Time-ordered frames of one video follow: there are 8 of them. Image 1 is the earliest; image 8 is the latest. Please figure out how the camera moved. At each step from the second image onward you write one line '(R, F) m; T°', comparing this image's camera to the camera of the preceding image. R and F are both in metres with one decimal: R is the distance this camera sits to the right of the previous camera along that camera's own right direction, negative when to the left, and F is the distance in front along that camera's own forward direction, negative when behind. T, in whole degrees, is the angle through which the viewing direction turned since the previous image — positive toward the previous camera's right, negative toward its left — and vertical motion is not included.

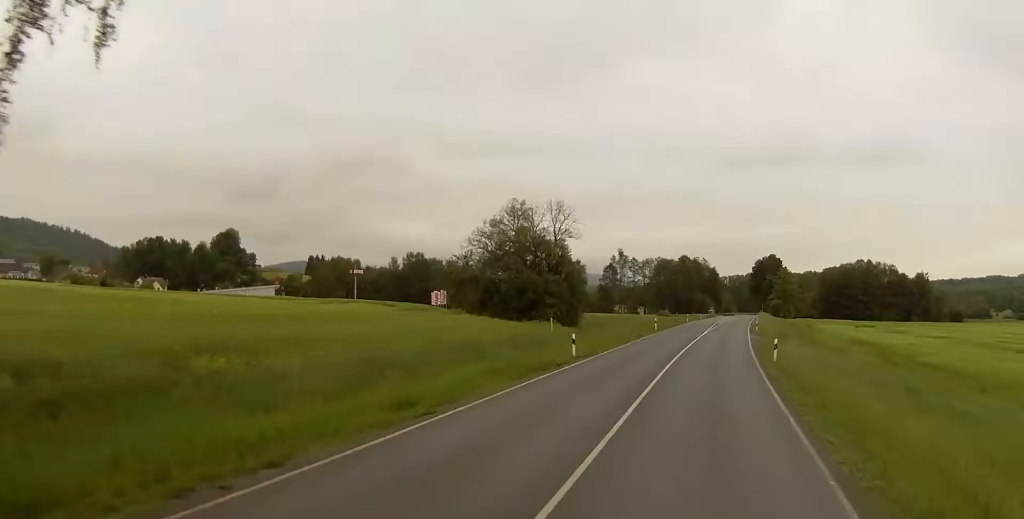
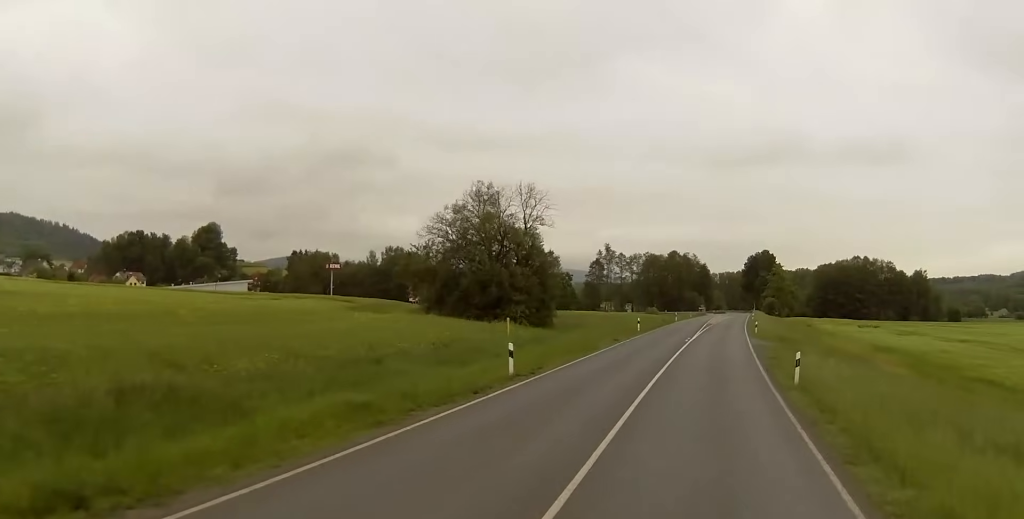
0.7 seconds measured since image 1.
(-0.2, +11.4) m; +1°
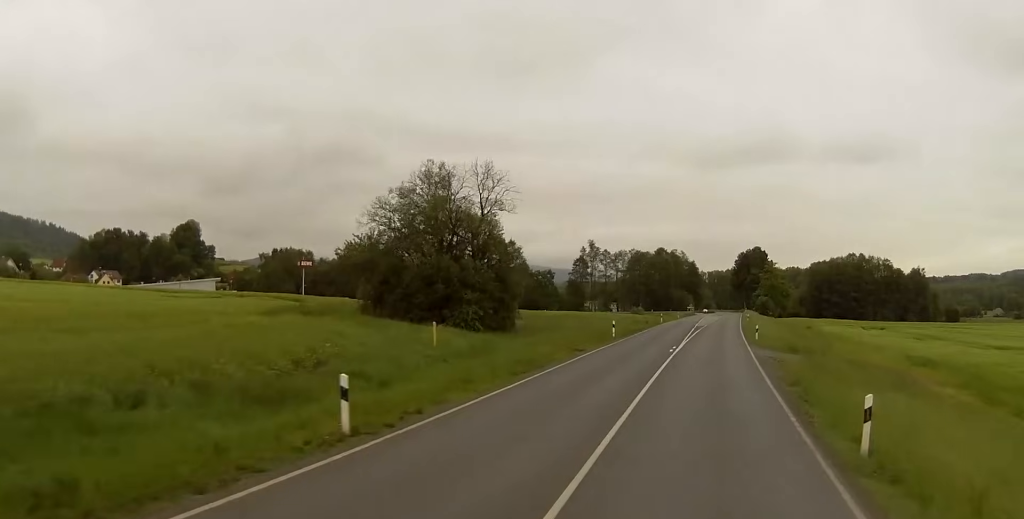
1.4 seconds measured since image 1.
(+0.4, +12.6) m; +1°
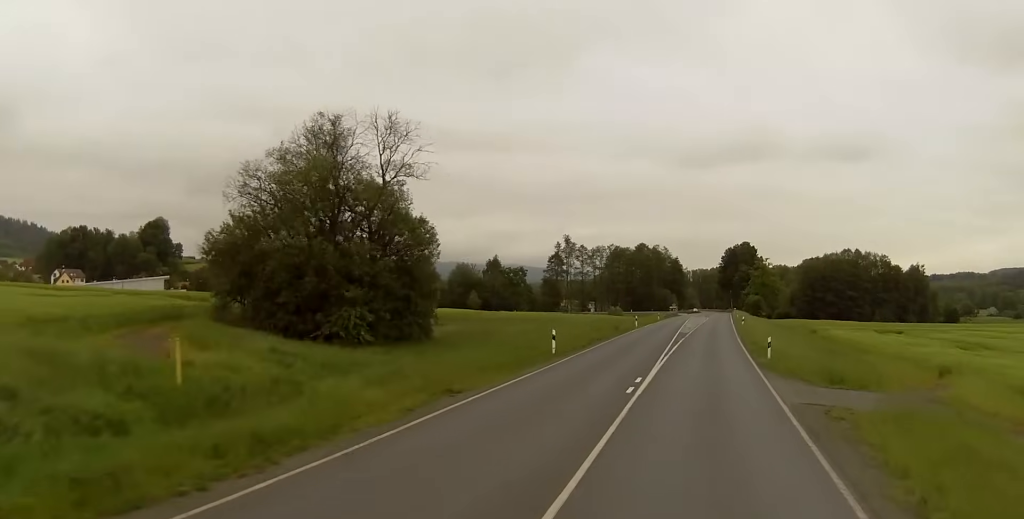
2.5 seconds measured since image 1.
(-0.1, +19.5) m; +1°
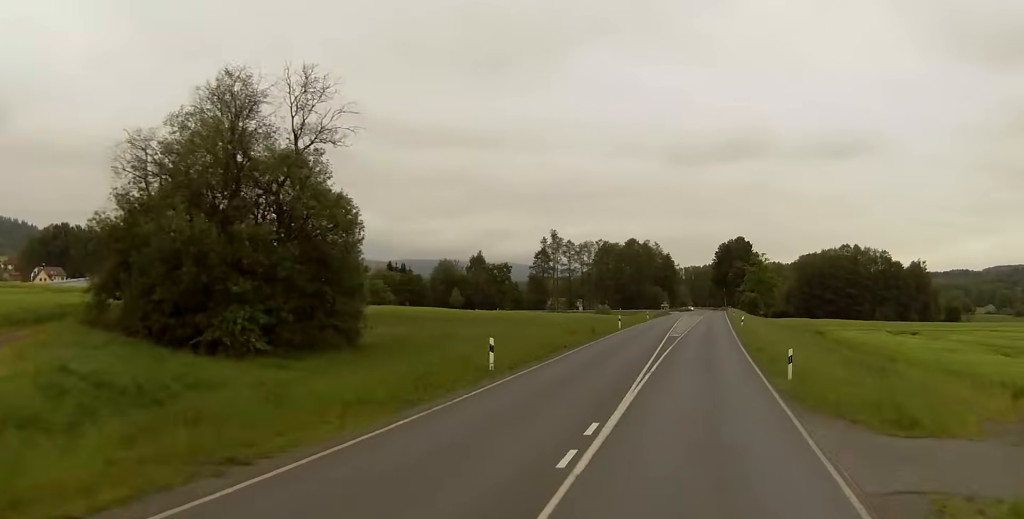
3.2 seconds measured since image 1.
(+0.3, +10.9) m; +1°
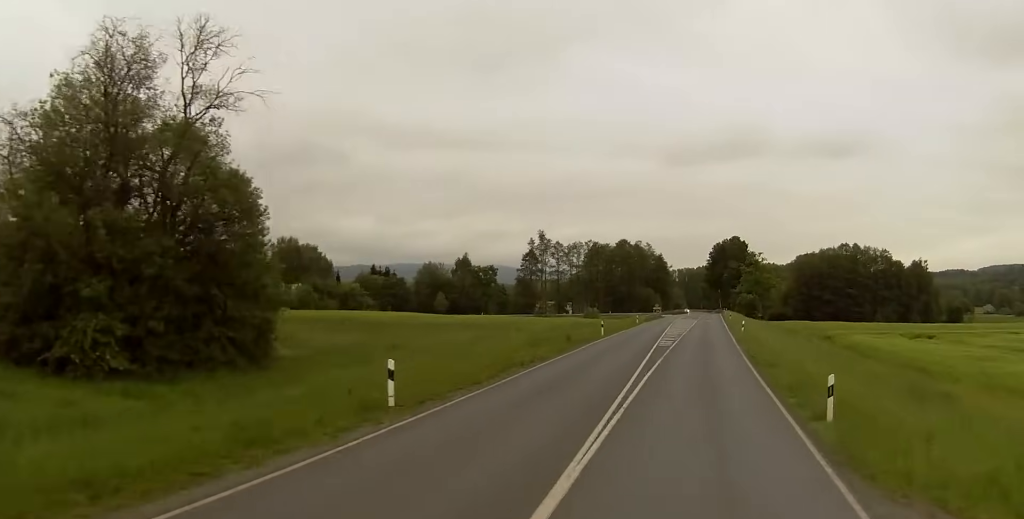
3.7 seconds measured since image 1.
(+0.2, +9.2) m; 0°
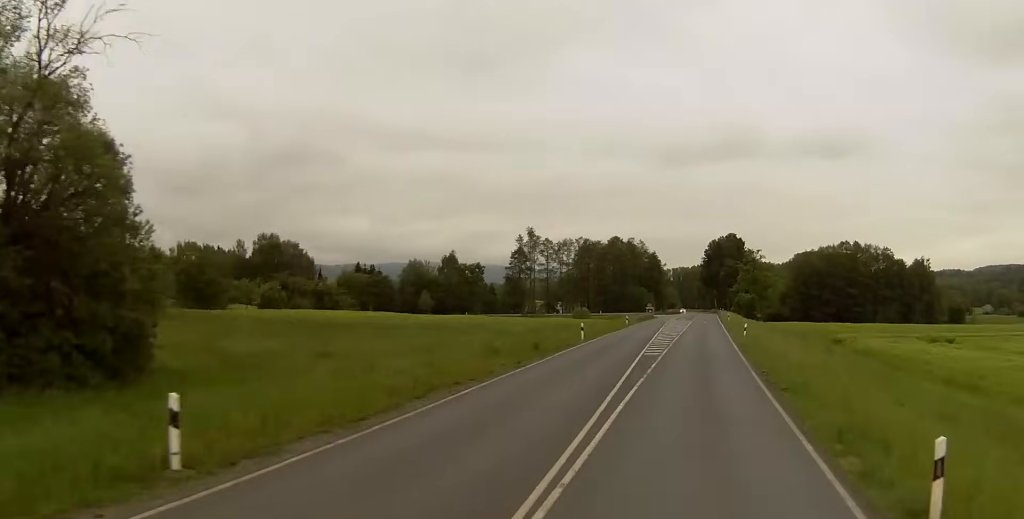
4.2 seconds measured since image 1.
(-0.1, +8.7) m; -1°
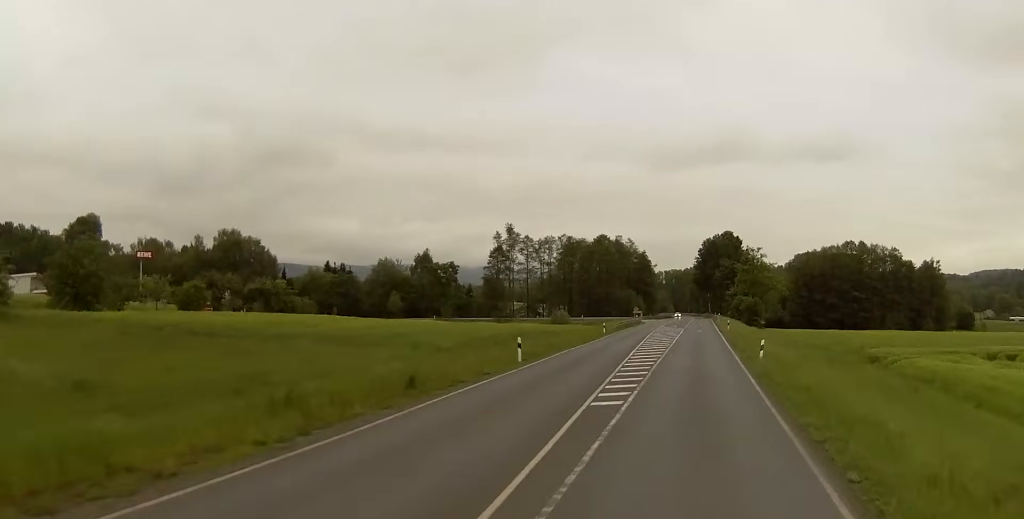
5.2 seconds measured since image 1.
(-0.1, +18.1) m; 0°
